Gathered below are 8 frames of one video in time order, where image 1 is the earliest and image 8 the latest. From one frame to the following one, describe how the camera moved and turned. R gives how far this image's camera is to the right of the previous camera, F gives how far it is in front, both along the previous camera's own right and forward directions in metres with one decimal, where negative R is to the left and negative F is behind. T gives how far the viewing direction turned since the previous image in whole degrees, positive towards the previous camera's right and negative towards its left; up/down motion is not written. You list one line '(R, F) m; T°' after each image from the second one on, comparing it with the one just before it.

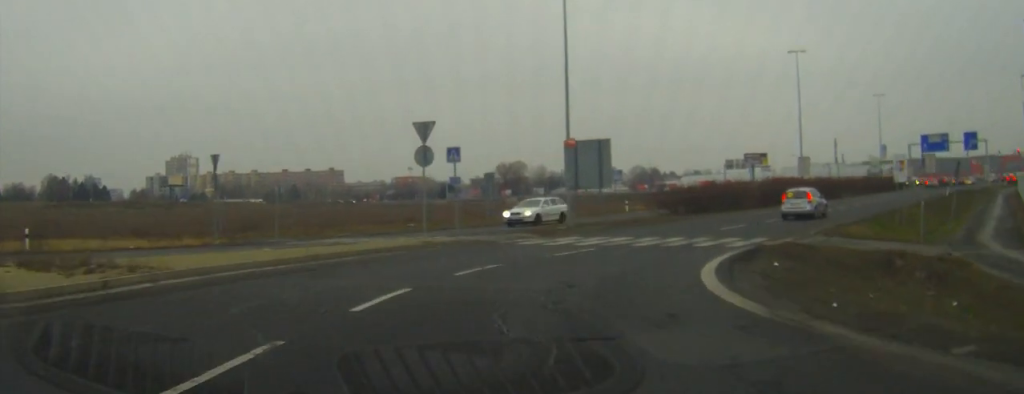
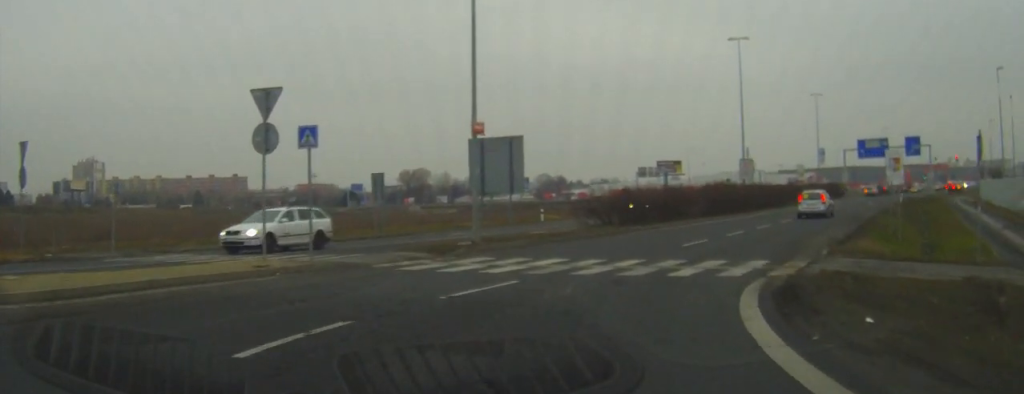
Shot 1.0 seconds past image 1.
(+0.5, +9.3) m; +9°
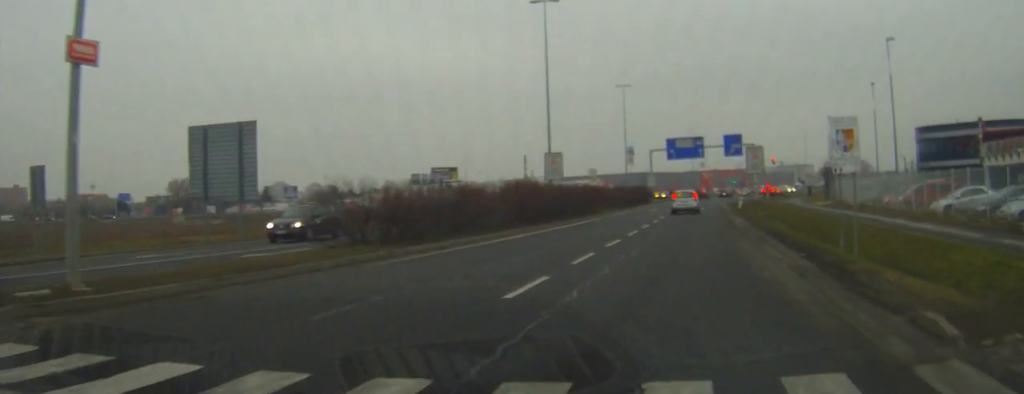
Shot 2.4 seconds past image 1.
(+2.0, +14.3) m; +13°
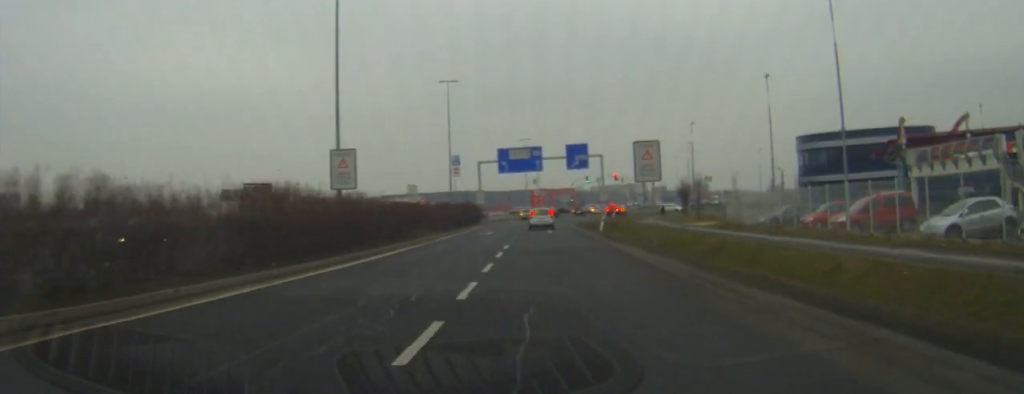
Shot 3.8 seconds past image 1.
(+1.4, +15.5) m; +8°
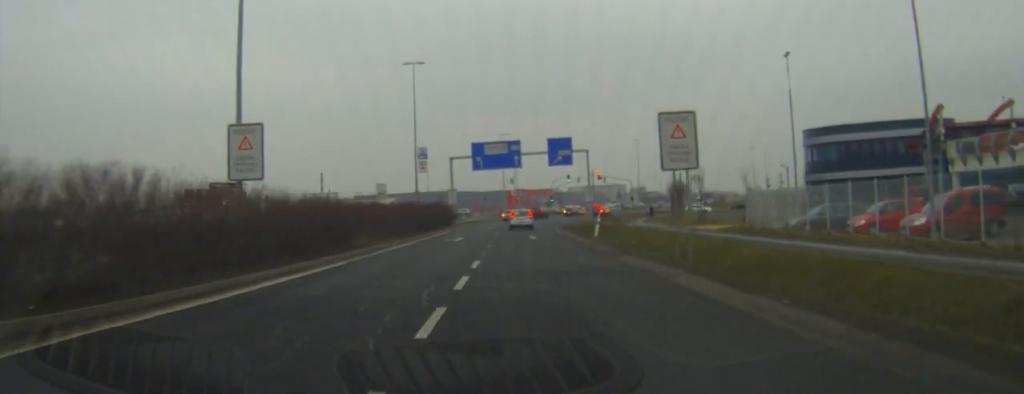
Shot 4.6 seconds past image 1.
(+0.2, +9.9) m; +2°
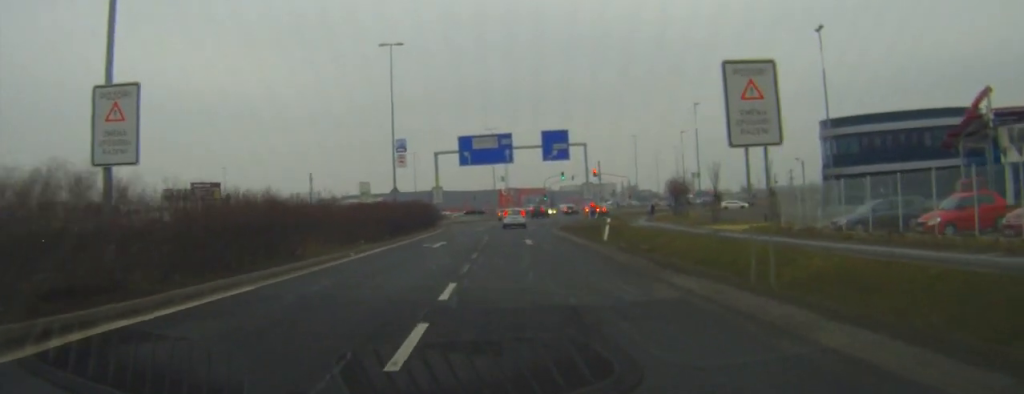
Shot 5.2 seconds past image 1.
(0.0, +7.7) m; +1°
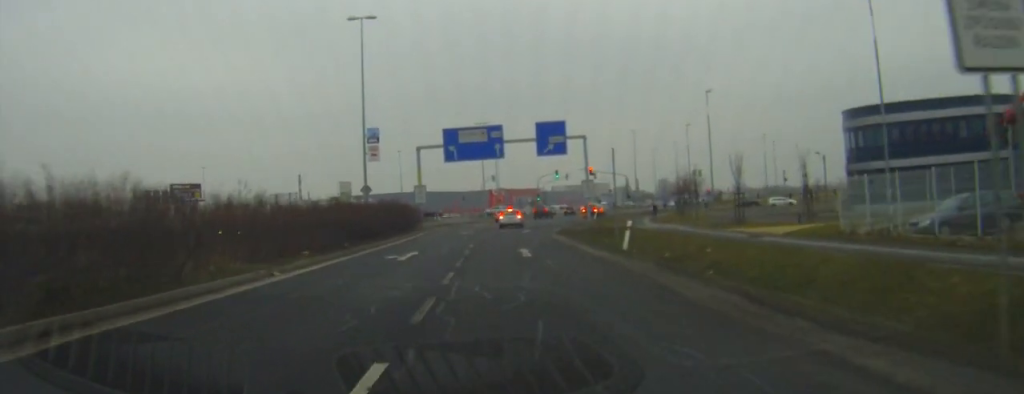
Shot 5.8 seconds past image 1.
(+0.2, +8.4) m; 0°
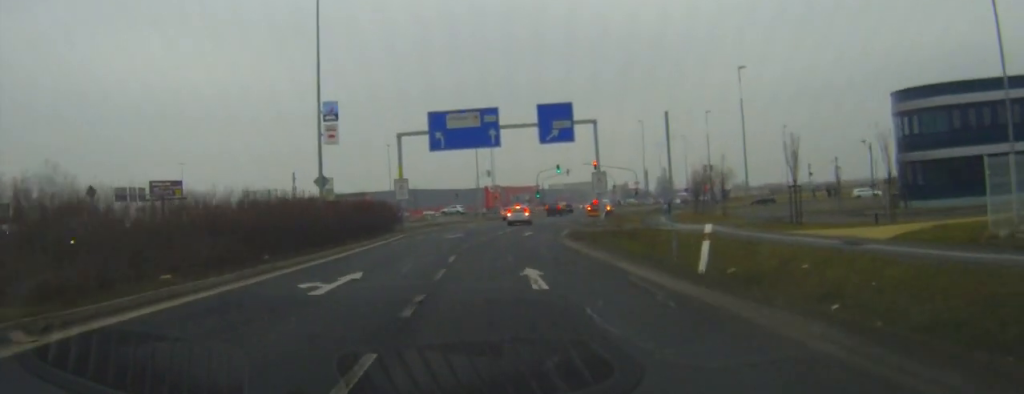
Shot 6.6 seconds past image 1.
(-0.1, +11.3) m; -1°
